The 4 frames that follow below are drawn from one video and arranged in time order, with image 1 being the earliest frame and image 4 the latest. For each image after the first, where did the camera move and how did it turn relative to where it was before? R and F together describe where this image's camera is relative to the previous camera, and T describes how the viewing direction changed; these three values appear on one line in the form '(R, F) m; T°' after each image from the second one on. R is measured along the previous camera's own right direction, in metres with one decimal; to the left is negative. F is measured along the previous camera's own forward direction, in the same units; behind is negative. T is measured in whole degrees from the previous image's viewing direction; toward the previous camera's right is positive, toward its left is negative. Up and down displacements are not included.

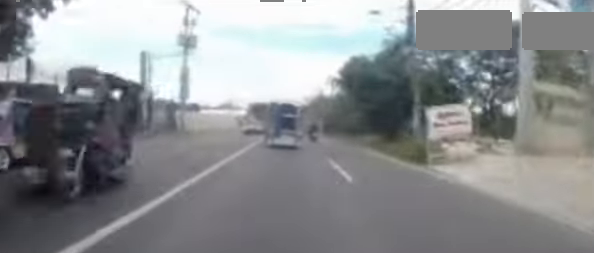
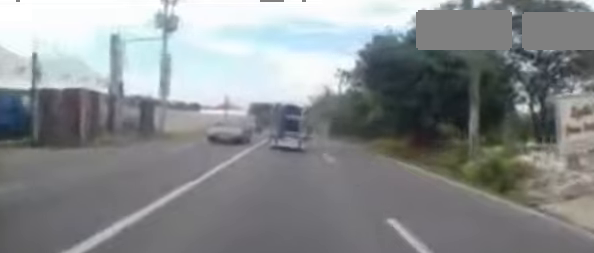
(+0.3, +5.2) m; +2°
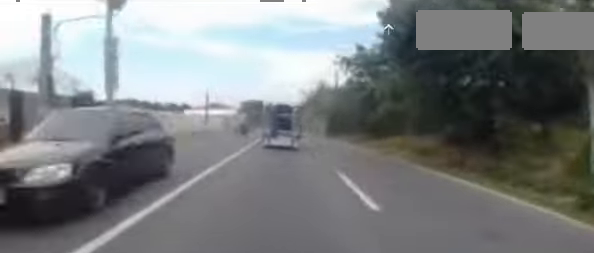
(+0.1, +5.2) m; +1°
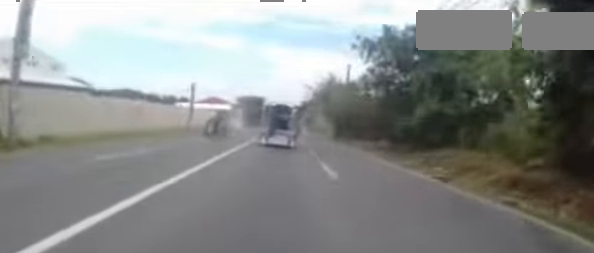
(0.0, +6.6) m; 0°
